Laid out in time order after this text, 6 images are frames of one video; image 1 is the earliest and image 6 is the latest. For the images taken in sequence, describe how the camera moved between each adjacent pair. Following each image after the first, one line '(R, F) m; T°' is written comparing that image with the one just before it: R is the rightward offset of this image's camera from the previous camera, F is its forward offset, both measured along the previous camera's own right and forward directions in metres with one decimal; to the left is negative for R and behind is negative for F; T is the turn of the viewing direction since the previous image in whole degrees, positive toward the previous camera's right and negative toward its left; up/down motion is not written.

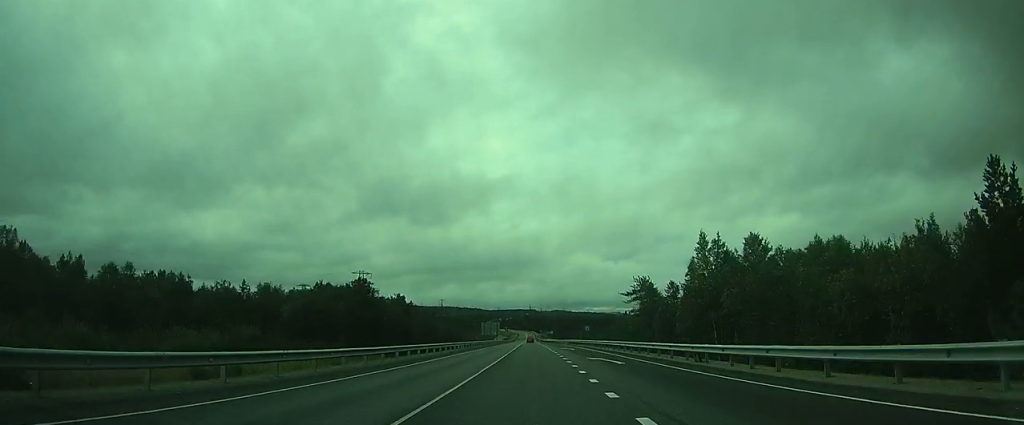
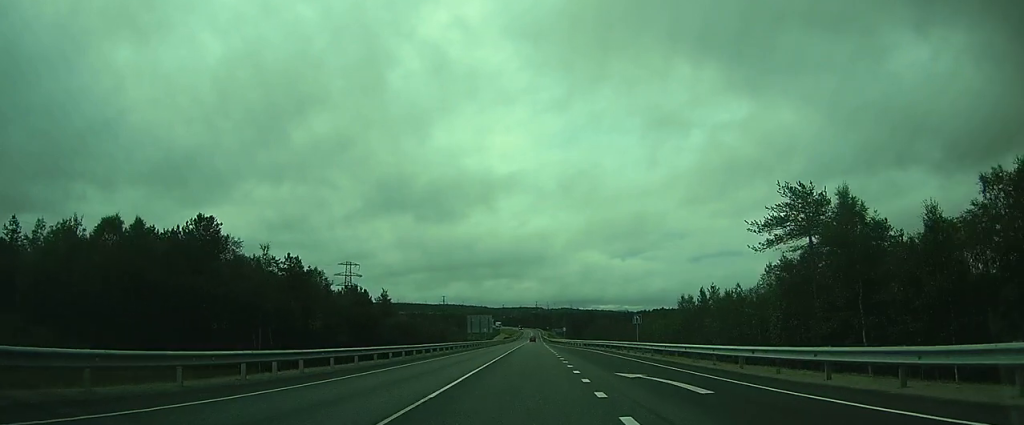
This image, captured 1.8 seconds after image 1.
(-0.2, +35.8) m; -1°
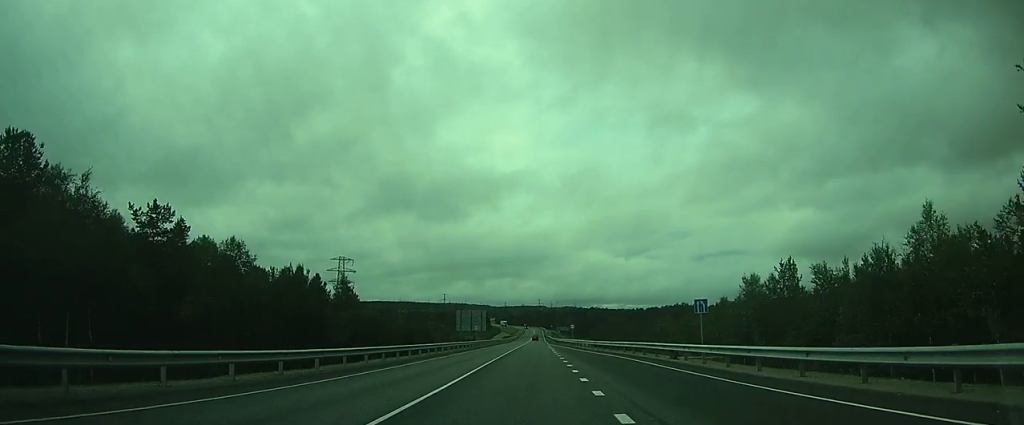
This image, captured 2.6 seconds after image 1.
(-0.1, +18.9) m; -1°
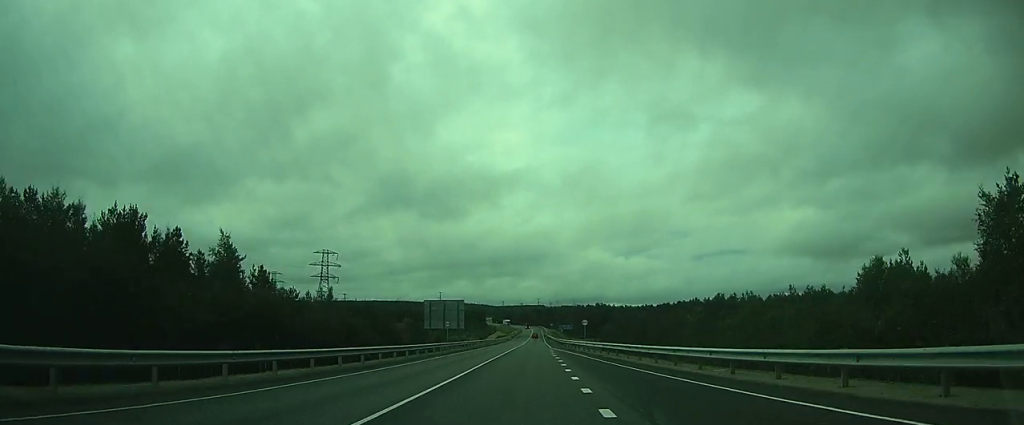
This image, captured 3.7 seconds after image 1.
(-0.2, +29.7) m; -1°
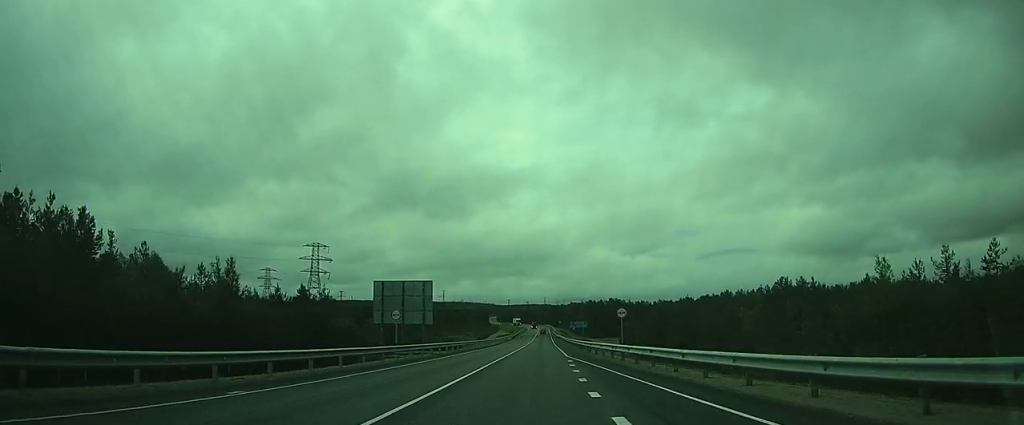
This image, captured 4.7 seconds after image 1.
(-0.1, +27.5) m; -1°
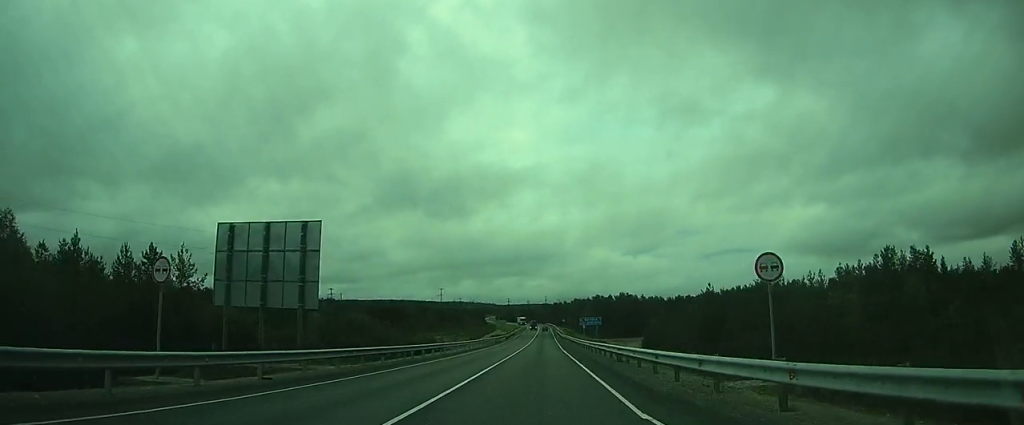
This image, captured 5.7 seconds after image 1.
(-0.2, +26.3) m; 0°
